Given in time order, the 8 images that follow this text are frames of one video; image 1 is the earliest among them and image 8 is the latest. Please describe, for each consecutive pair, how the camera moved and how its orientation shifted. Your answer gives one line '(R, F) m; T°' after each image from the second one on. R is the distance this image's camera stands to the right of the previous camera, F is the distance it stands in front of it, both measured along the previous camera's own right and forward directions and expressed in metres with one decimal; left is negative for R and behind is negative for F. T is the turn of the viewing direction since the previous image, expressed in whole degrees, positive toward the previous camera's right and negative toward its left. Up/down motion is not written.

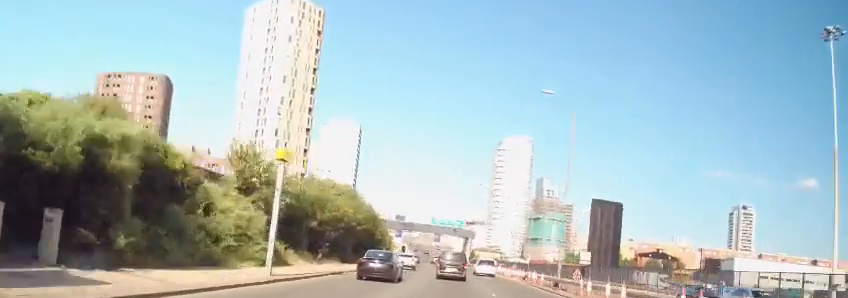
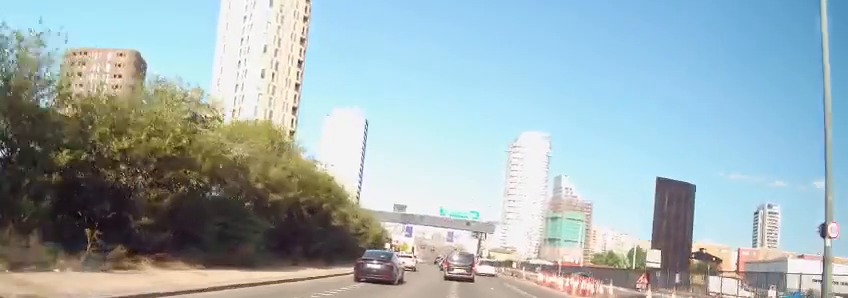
(0.0, +23.6) m; +1°
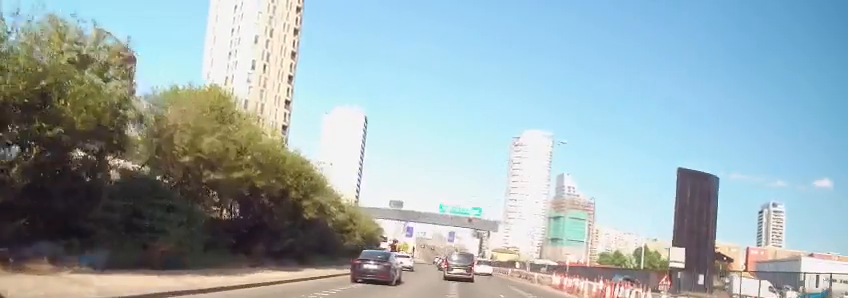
(+0.2, +6.1) m; 0°
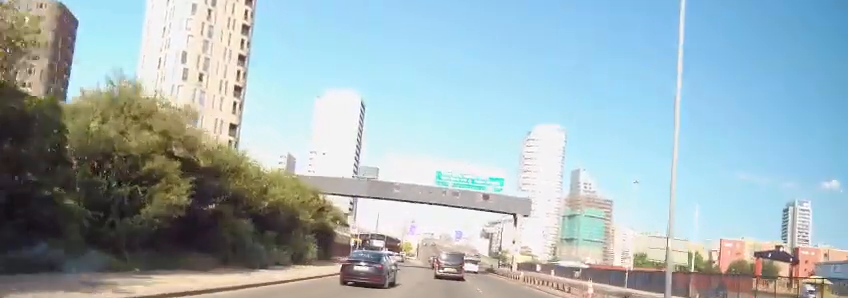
(-0.8, +29.6) m; -2°
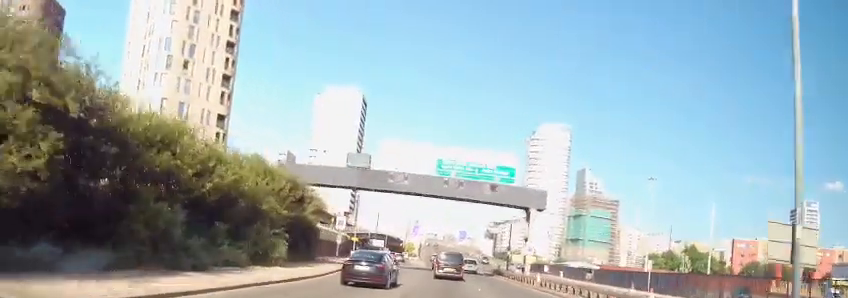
(0.0, +6.3) m; 0°
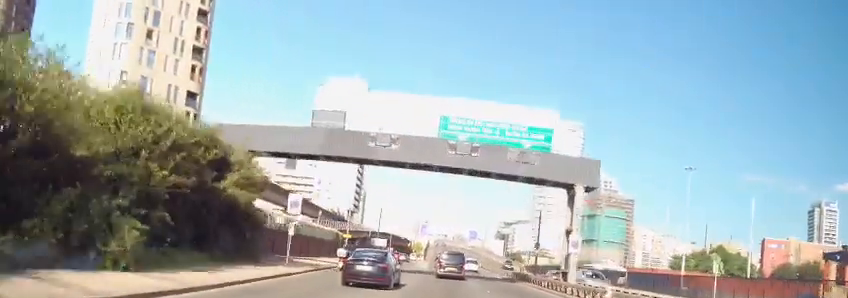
(0.0, +13.2) m; -1°
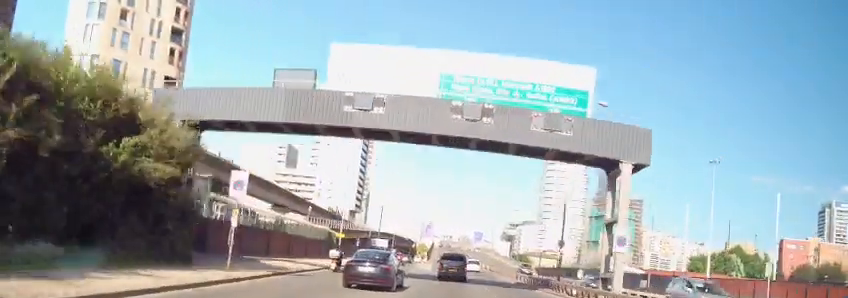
(-0.1, +7.4) m; 0°
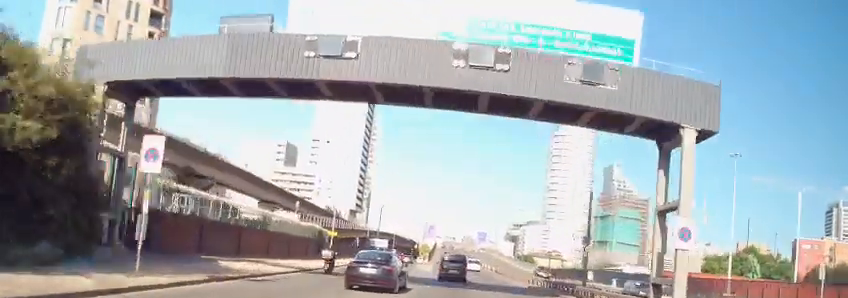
(-0.1, +6.0) m; 0°
